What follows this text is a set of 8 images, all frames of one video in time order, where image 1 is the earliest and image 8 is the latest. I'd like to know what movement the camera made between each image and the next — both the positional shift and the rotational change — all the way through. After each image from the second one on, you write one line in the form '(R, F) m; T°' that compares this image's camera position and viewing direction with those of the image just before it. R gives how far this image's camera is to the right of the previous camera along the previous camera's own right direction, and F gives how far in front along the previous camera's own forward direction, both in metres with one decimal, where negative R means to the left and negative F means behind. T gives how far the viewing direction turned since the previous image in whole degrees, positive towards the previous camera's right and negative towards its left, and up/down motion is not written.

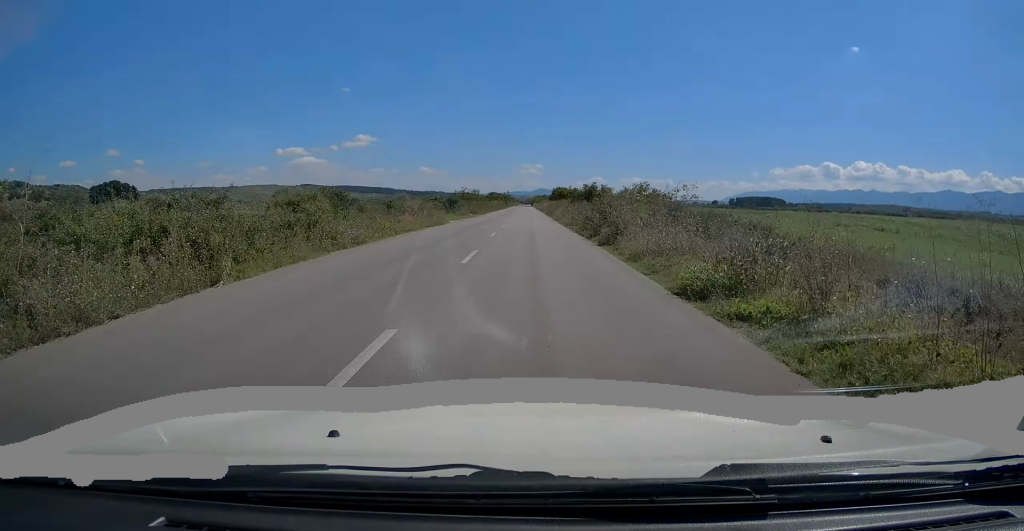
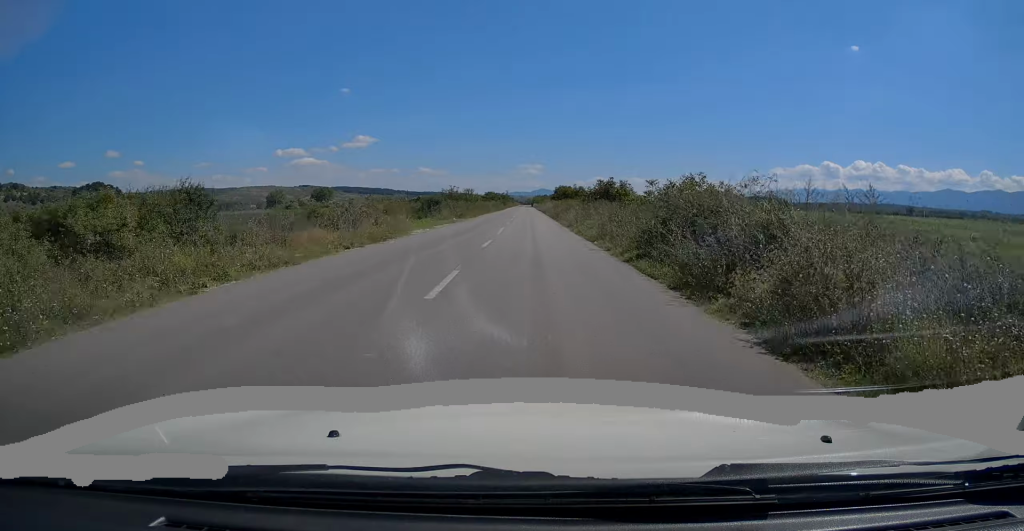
(0.0, +13.0) m; 0°
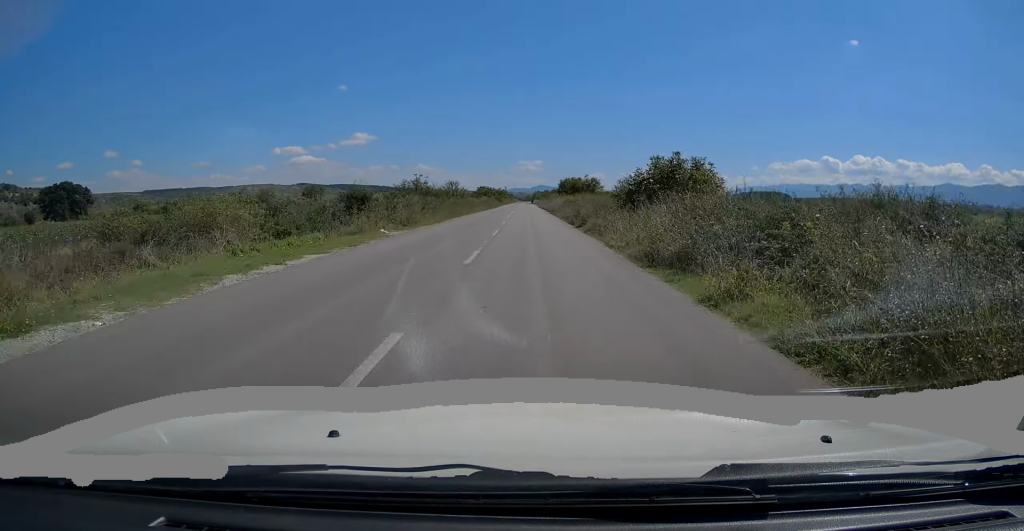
(+0.1, +22.4) m; 0°
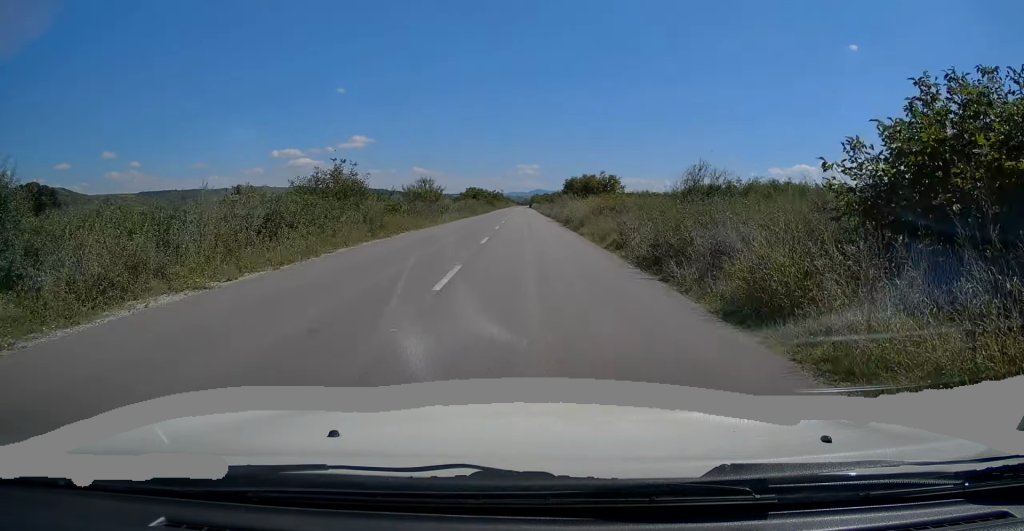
(0.0, +20.7) m; 0°
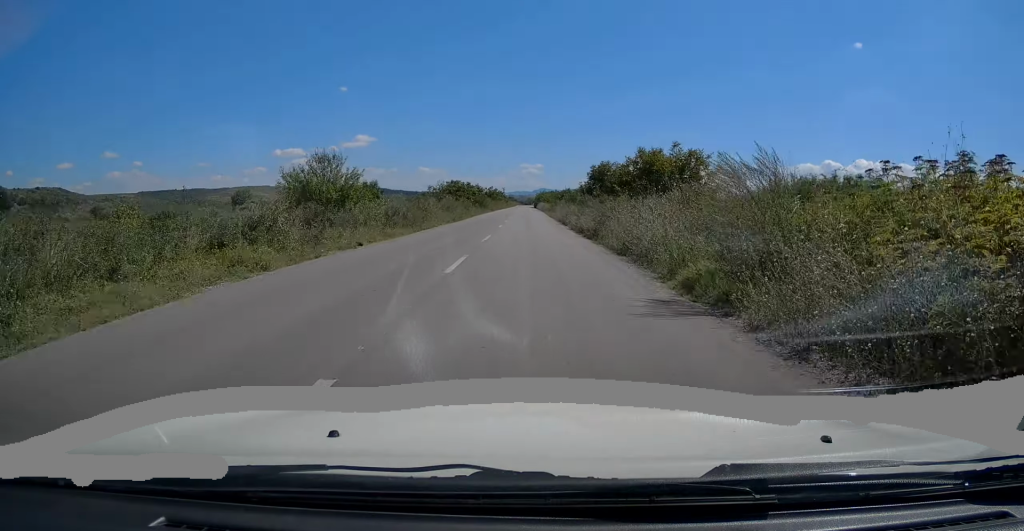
(-0.1, +32.5) m; 0°
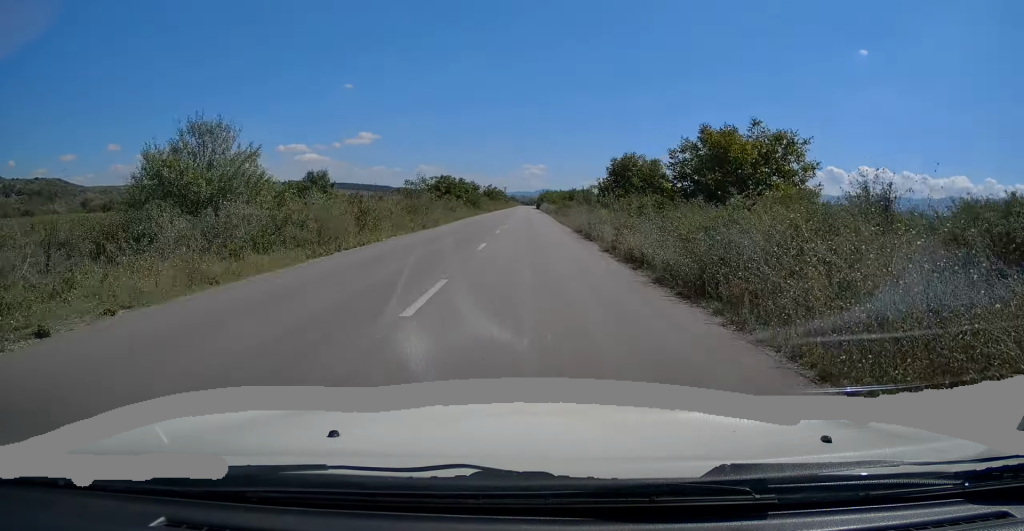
(-0.1, +12.5) m; 0°
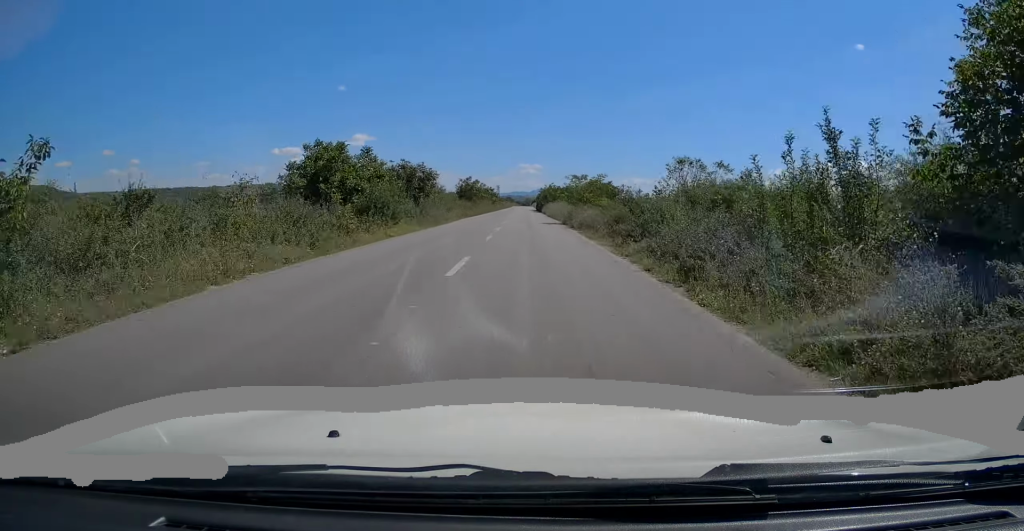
(+0.3, +41.1) m; 0°
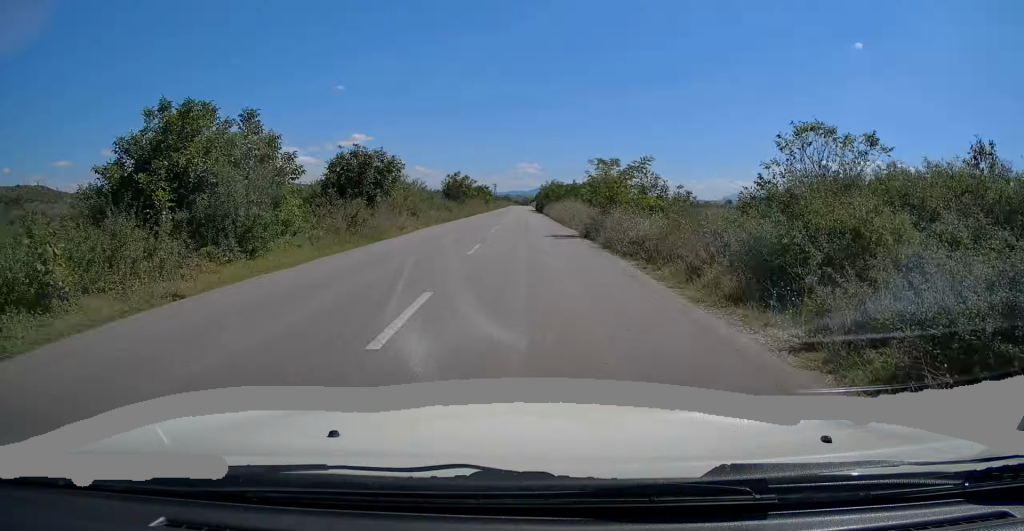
(-0.1, +13.3) m; 0°
